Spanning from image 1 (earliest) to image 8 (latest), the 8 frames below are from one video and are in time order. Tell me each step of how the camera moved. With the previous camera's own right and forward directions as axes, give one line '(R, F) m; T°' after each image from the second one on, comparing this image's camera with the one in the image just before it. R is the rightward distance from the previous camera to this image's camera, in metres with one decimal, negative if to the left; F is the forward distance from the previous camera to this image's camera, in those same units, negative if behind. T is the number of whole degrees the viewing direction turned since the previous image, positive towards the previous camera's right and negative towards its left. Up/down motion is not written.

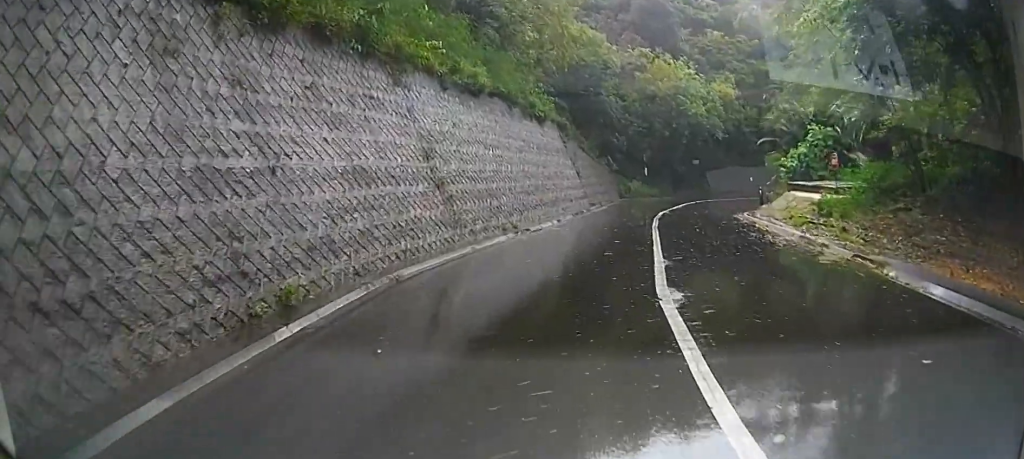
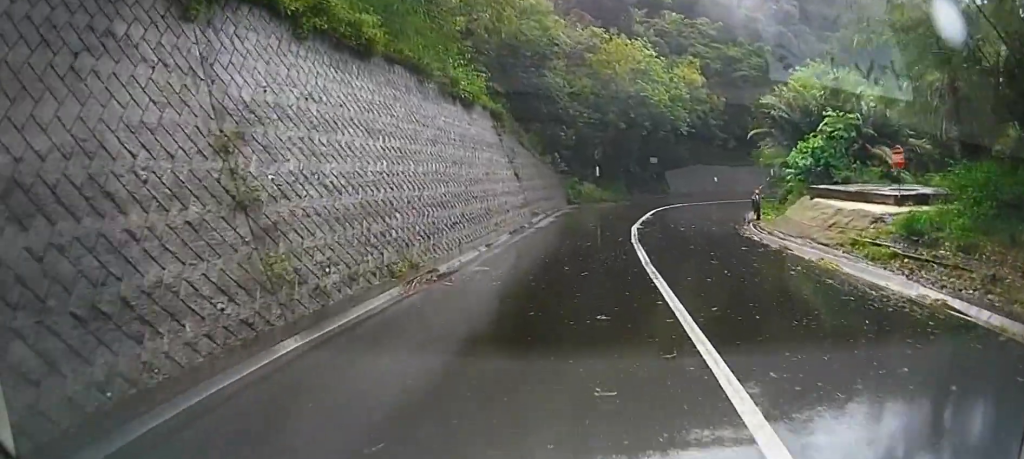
(+0.7, +7.6) m; +7°
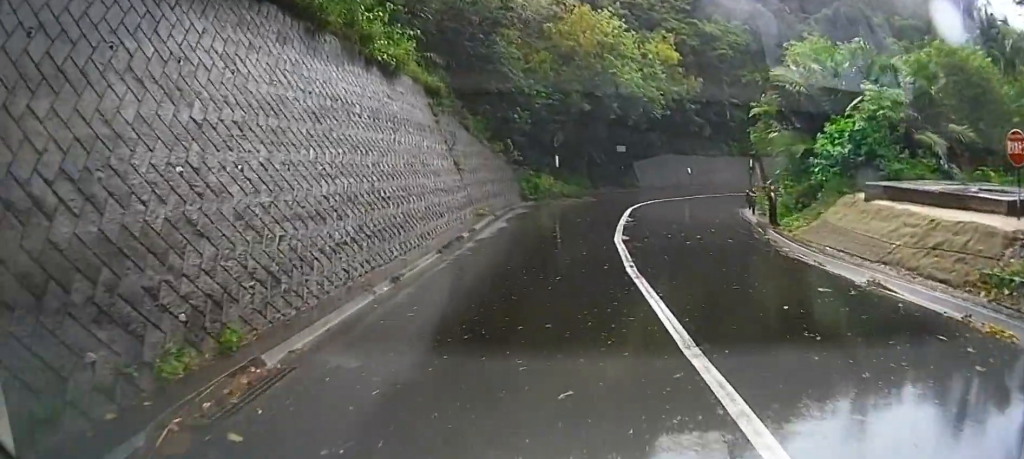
(+0.2, +6.0) m; +2°
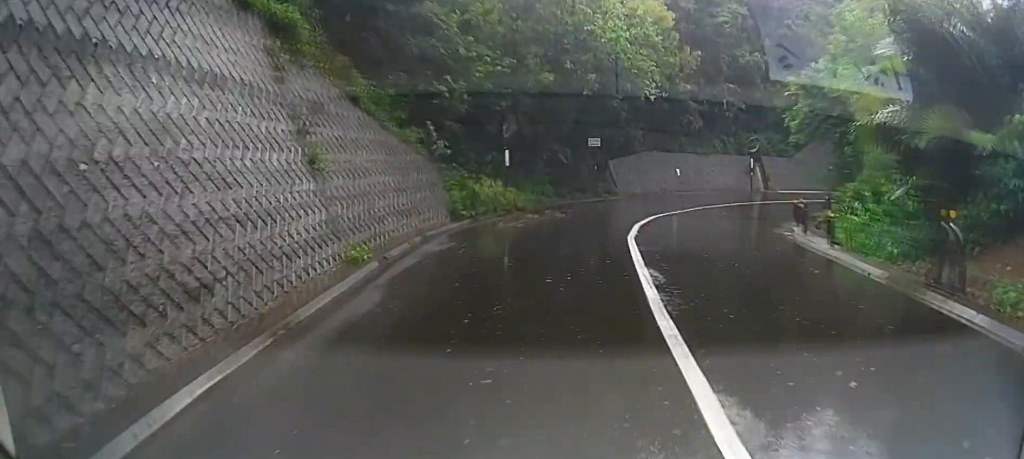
(+0.2, +10.5) m; +4°
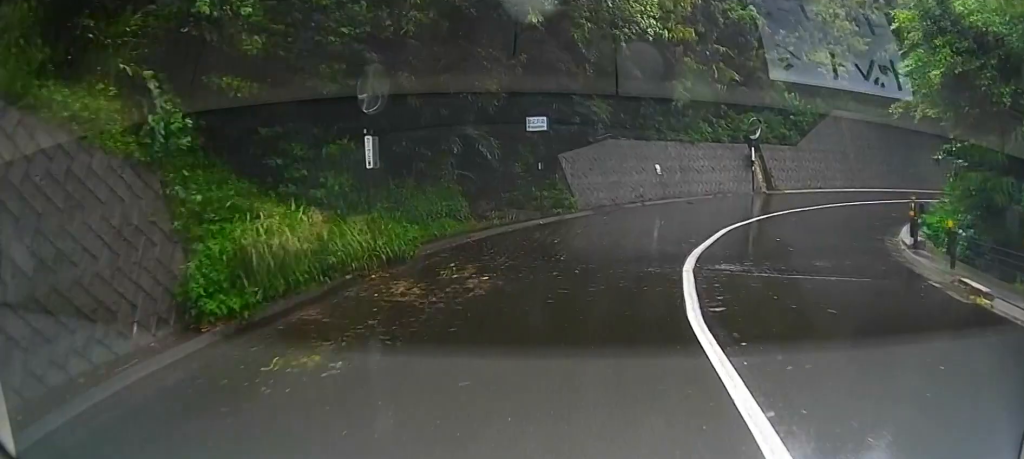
(+0.7, +12.1) m; +7°
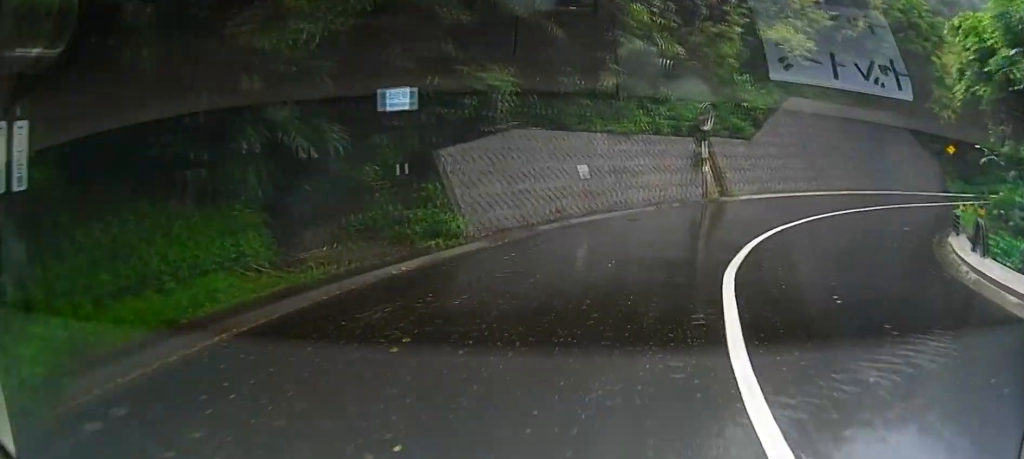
(+0.2, +7.1) m; +6°
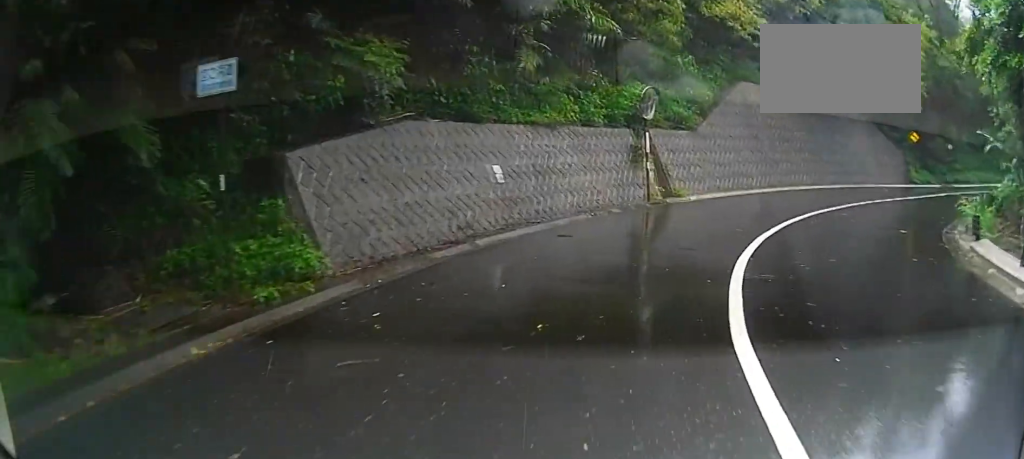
(+0.4, +3.9) m; +2°
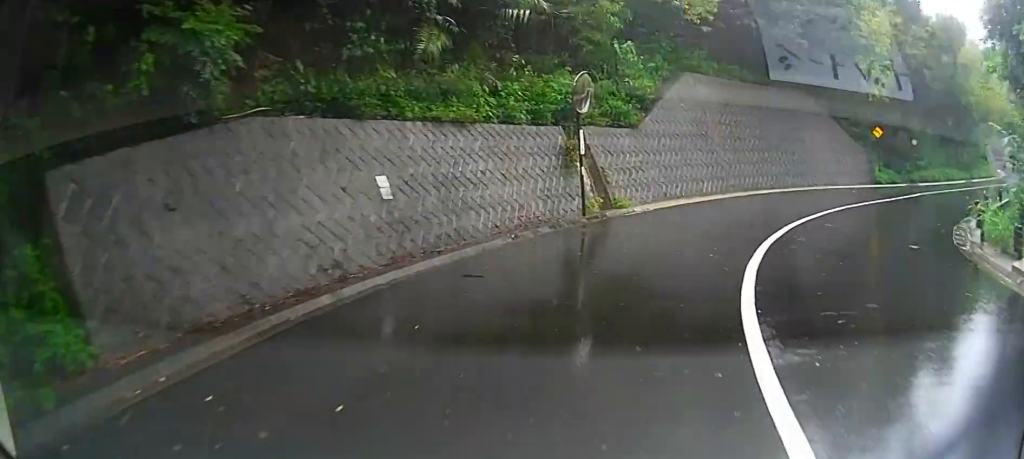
(0.0, +3.6) m; 0°
